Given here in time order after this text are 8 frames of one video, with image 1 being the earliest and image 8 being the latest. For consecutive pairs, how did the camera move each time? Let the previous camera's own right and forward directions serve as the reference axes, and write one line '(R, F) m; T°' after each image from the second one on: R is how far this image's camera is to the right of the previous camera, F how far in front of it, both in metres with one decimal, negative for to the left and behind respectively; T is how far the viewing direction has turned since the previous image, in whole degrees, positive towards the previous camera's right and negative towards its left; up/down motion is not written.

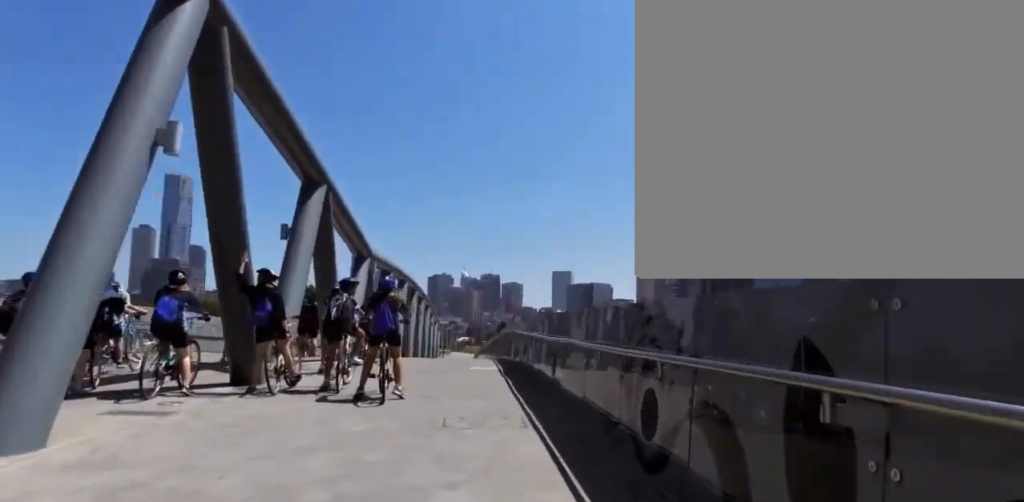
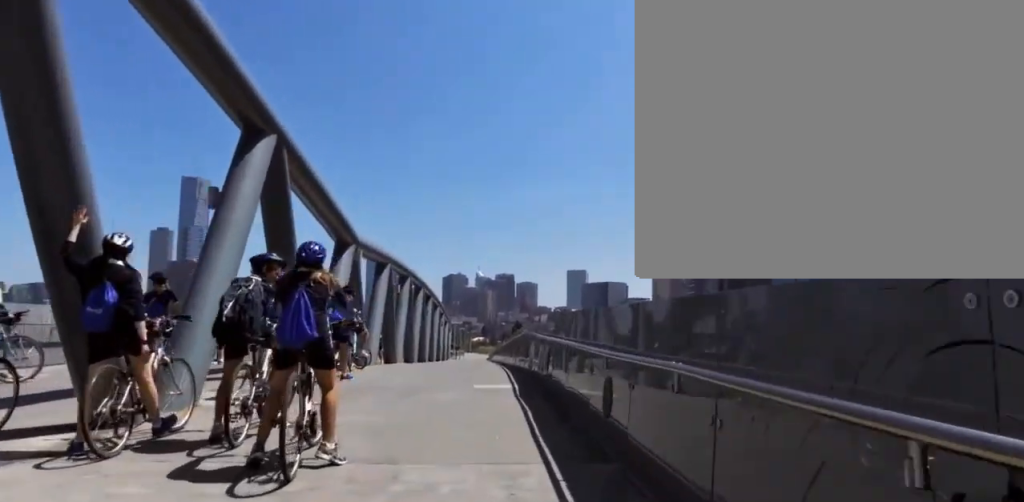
(-0.8, +3.1) m; 0°
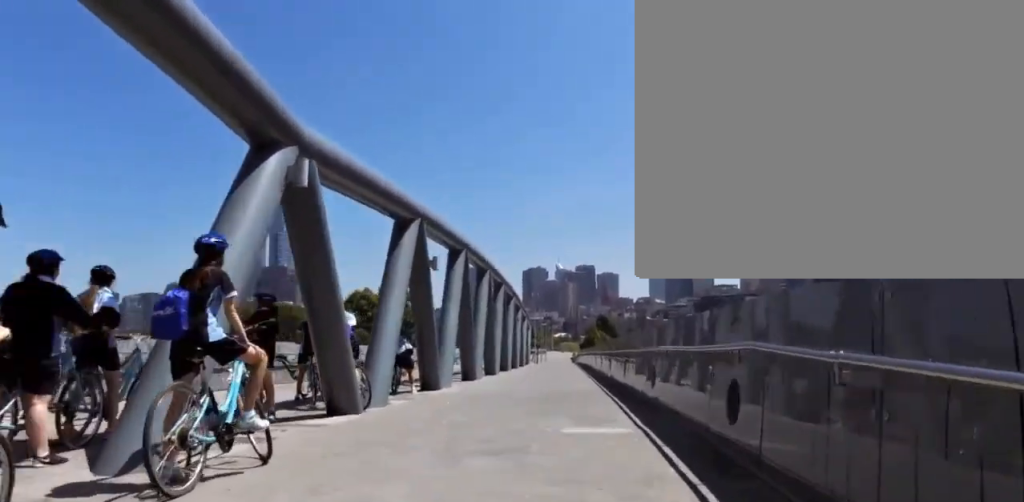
(+0.5, +8.8) m; -6°
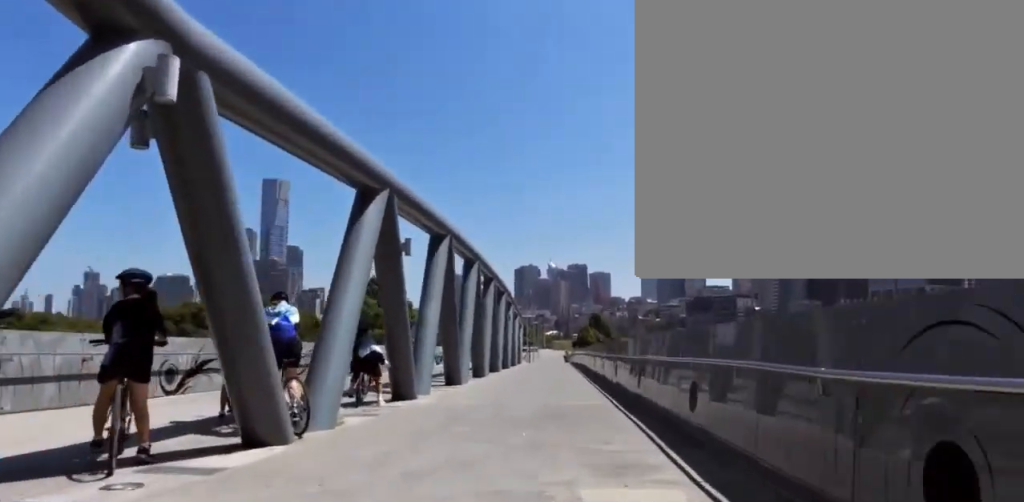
(-0.5, +2.6) m; -7°
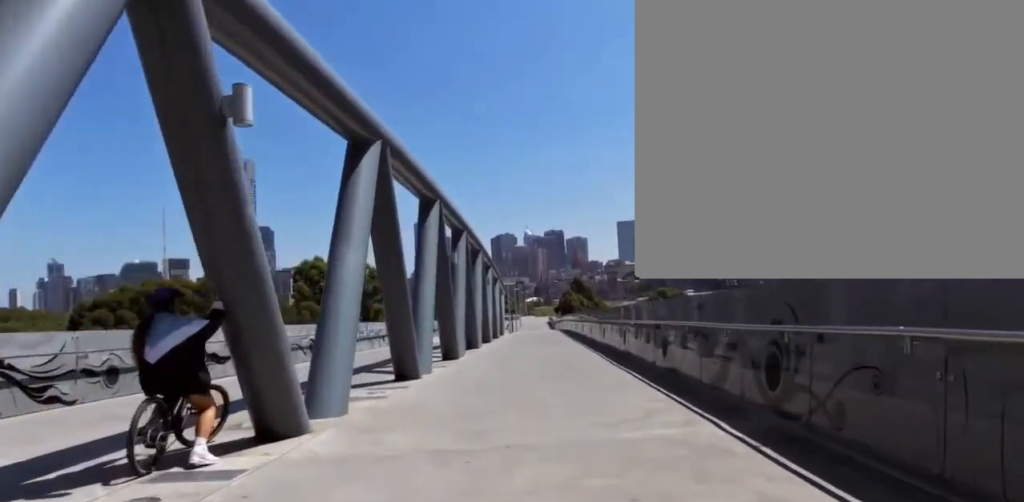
(-0.5, +6.5) m; -5°
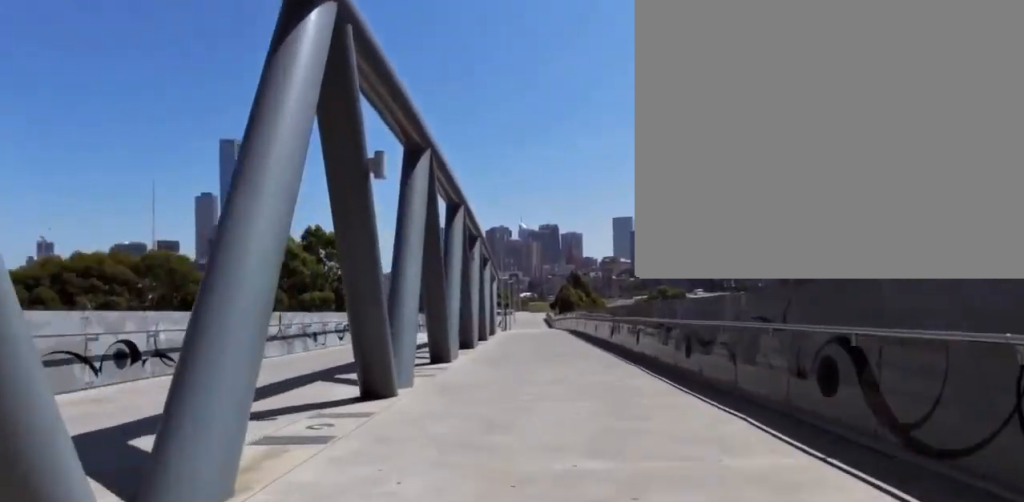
(+0.1, +9.5) m; +5°
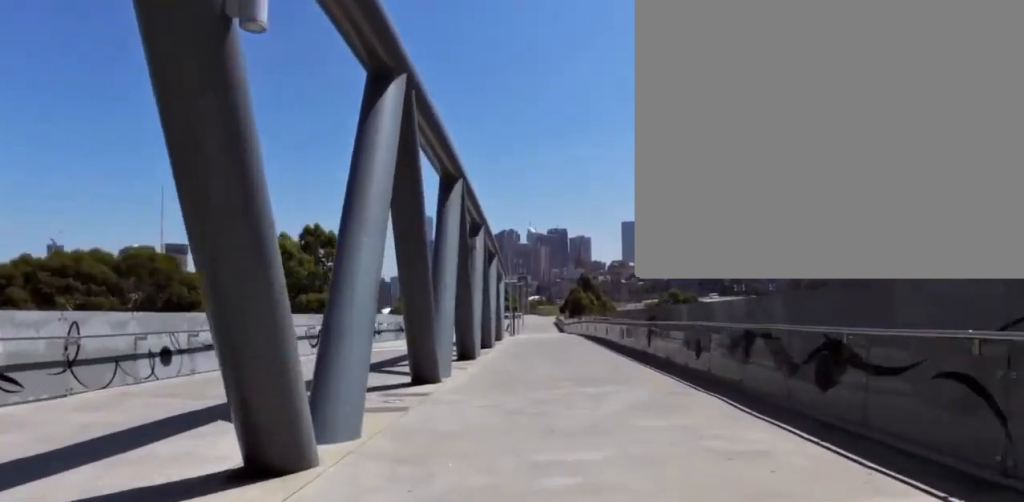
(-0.1, +3.9) m; +7°
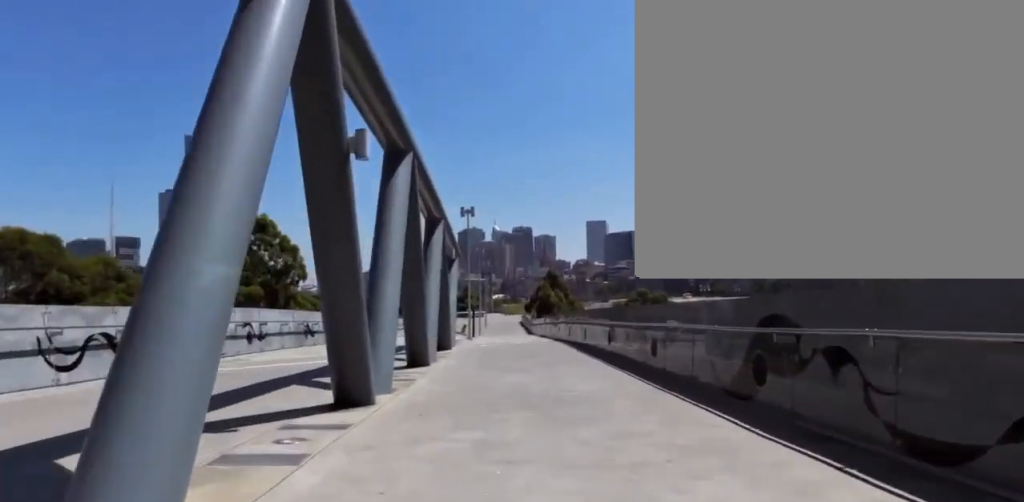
(+1.0, +8.7) m; -2°
